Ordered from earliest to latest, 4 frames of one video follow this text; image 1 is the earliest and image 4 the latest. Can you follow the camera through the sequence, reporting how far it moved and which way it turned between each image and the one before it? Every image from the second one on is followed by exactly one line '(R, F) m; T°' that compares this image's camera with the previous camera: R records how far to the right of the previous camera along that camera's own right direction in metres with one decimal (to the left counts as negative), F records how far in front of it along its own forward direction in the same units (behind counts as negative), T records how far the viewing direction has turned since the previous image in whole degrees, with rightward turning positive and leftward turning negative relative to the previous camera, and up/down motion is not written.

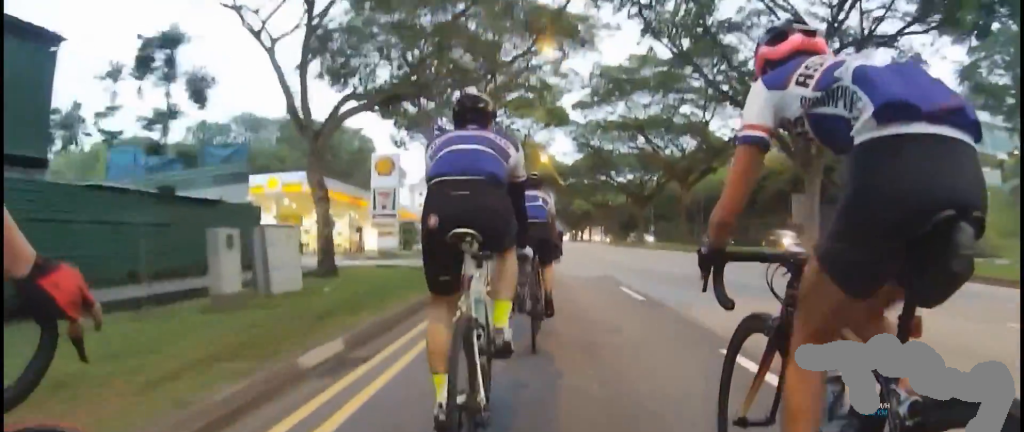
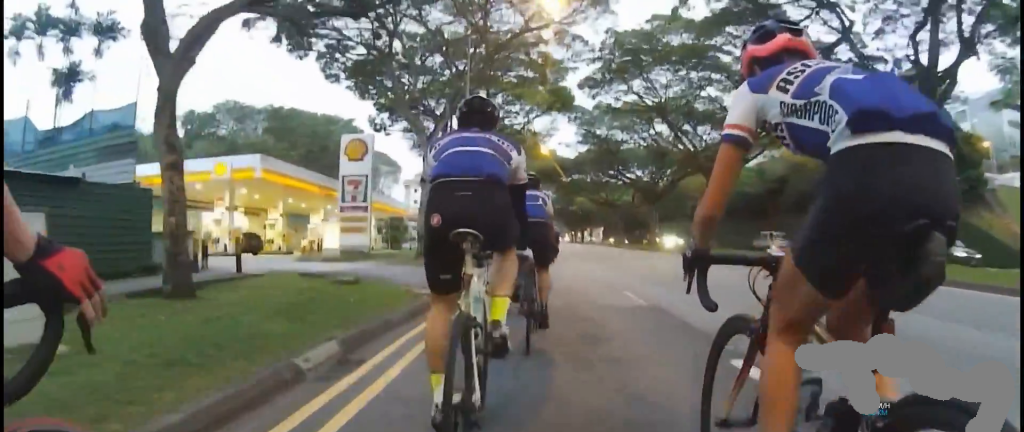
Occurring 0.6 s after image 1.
(+0.4, +6.3) m; -1°
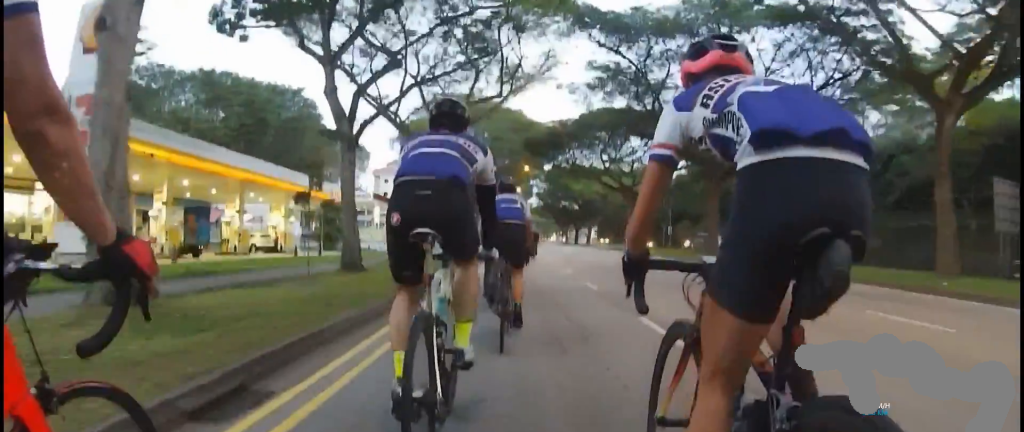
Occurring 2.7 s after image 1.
(-1.5, +20.3) m; +2°
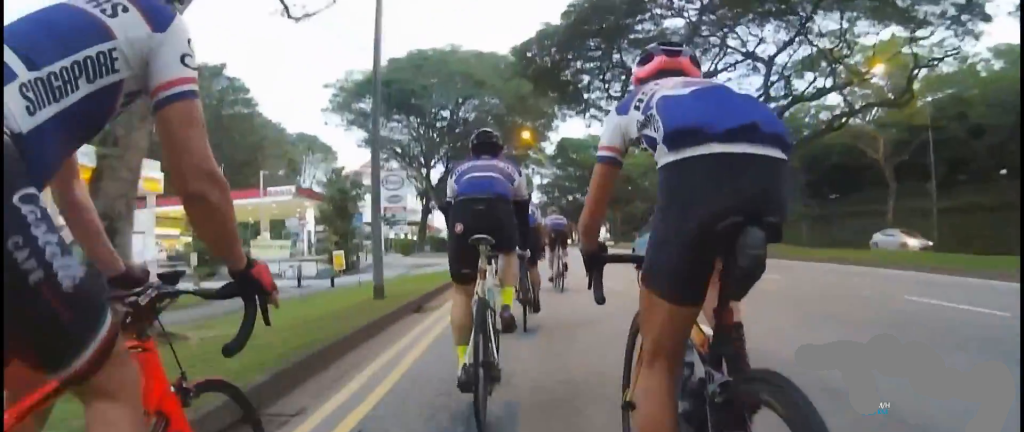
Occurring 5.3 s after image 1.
(-1.3, +24.7) m; -2°
